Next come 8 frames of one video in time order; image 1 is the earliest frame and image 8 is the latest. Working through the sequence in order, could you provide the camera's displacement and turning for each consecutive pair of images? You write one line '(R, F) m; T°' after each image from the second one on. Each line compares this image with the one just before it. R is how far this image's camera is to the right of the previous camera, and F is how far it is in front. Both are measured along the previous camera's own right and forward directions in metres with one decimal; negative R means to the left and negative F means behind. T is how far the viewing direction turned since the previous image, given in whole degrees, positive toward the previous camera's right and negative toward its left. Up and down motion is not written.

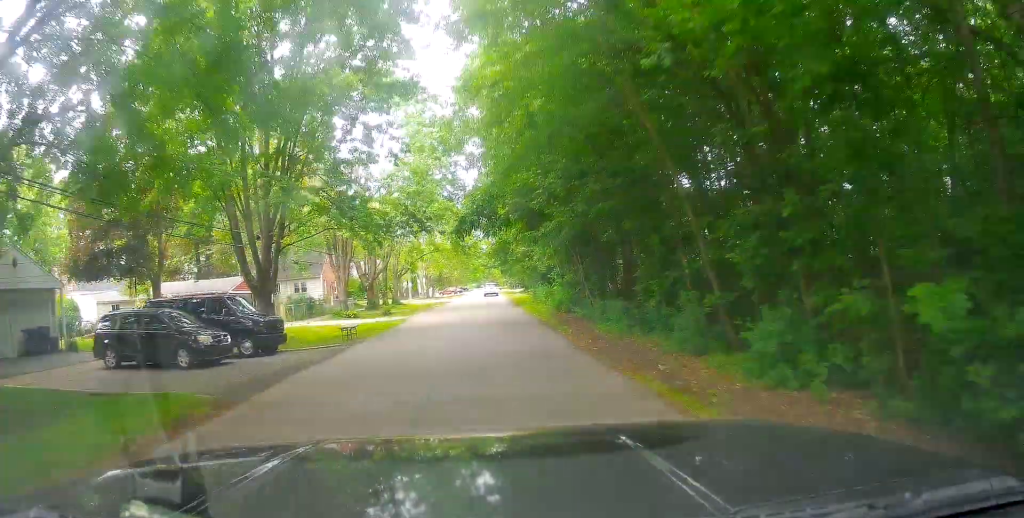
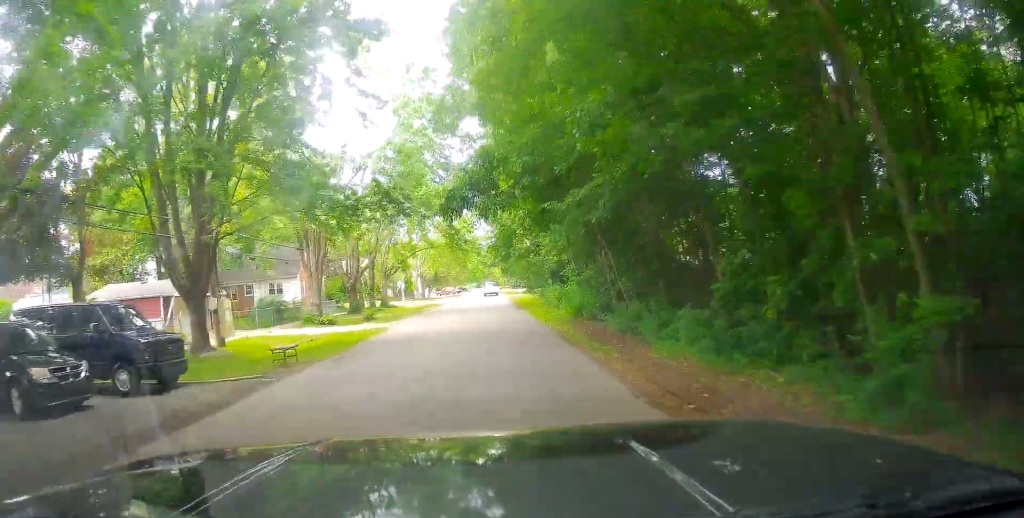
(+0.1, +6.7) m; 0°
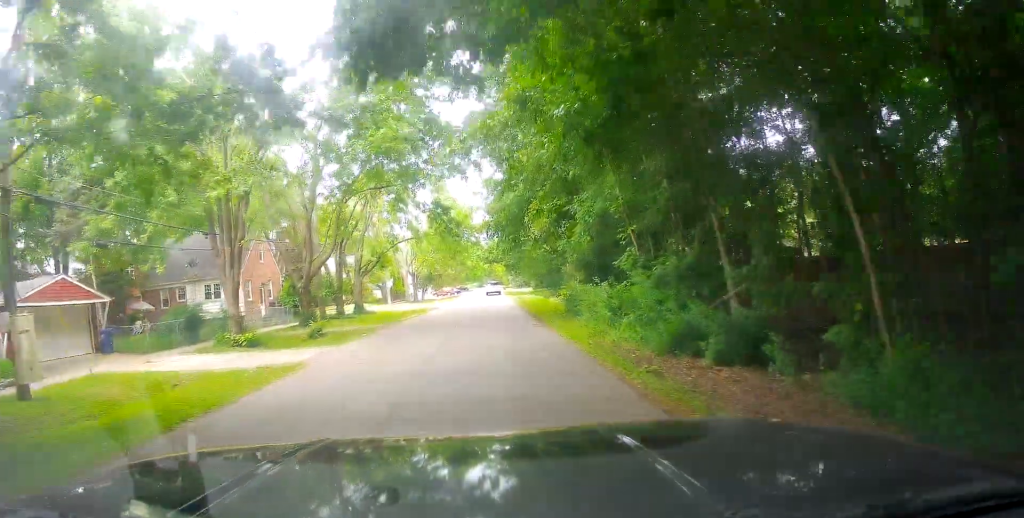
(-0.2, +12.1) m; 0°
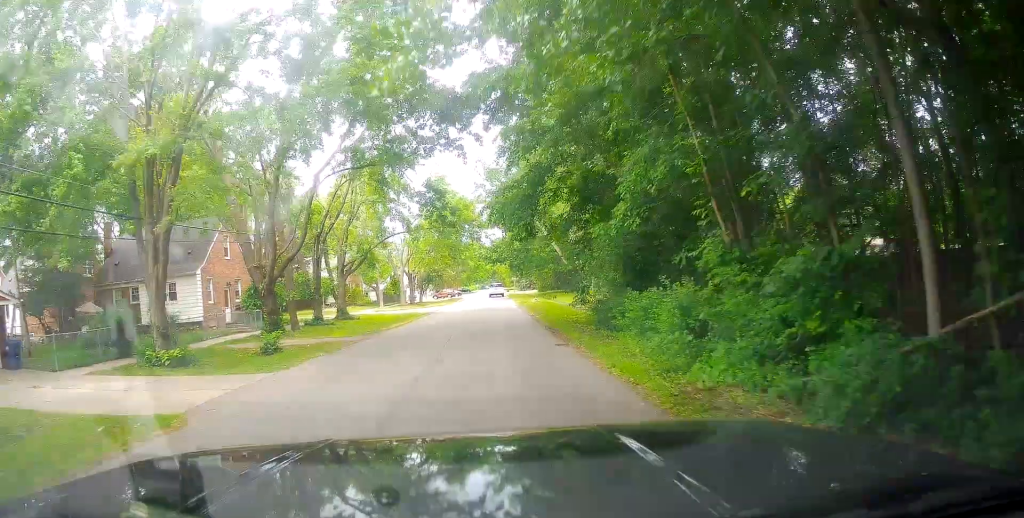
(+0.3, +6.2) m; 0°
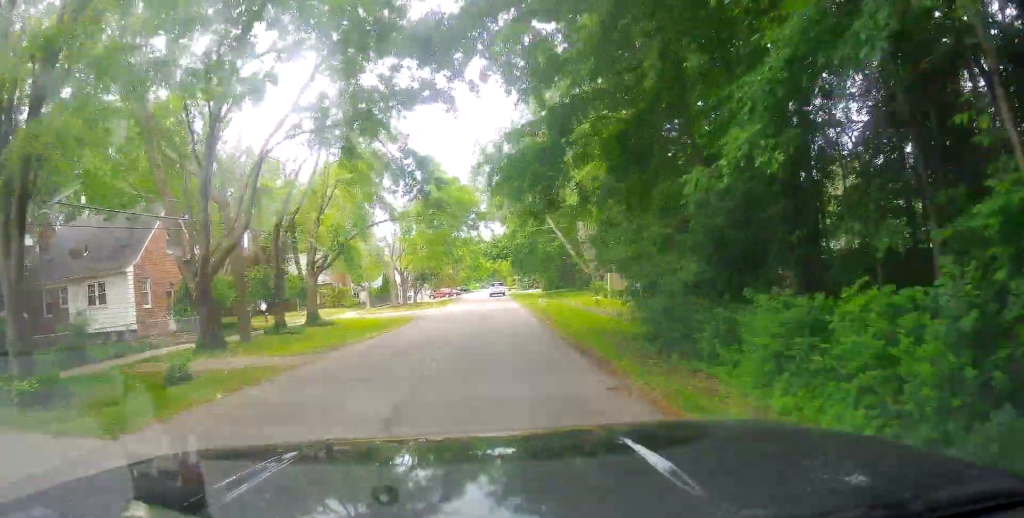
(-0.3, +7.0) m; -1°
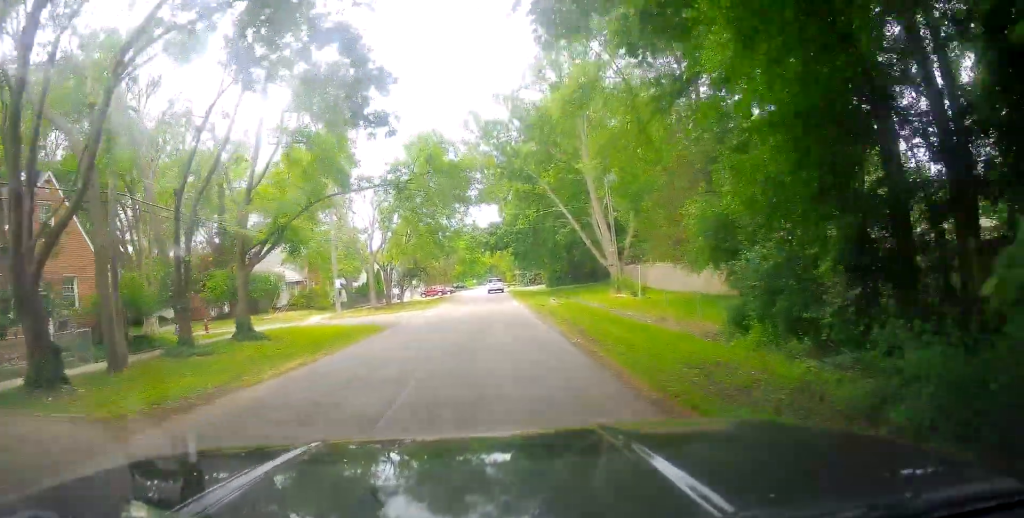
(-0.2, +10.1) m; -1°
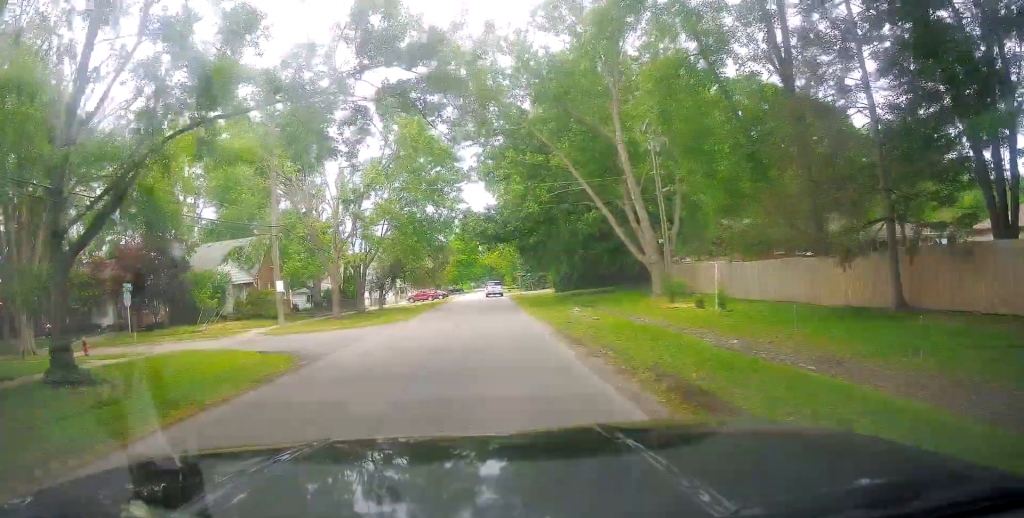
(-0.1, +12.4) m; 0°
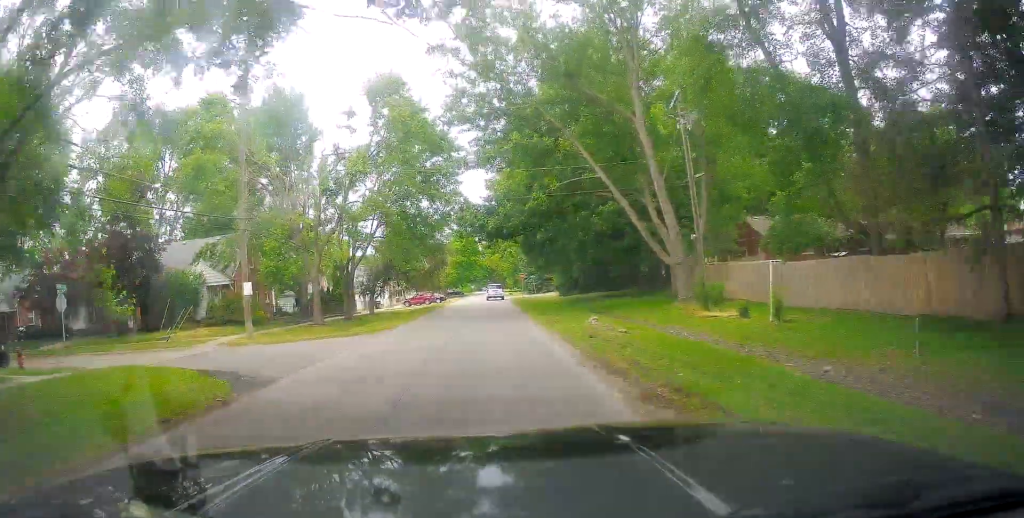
(0.0, +4.6) m; 0°
